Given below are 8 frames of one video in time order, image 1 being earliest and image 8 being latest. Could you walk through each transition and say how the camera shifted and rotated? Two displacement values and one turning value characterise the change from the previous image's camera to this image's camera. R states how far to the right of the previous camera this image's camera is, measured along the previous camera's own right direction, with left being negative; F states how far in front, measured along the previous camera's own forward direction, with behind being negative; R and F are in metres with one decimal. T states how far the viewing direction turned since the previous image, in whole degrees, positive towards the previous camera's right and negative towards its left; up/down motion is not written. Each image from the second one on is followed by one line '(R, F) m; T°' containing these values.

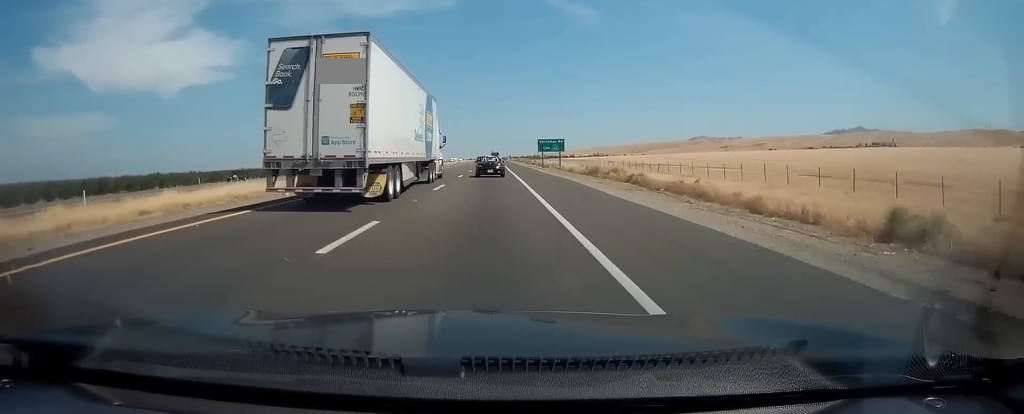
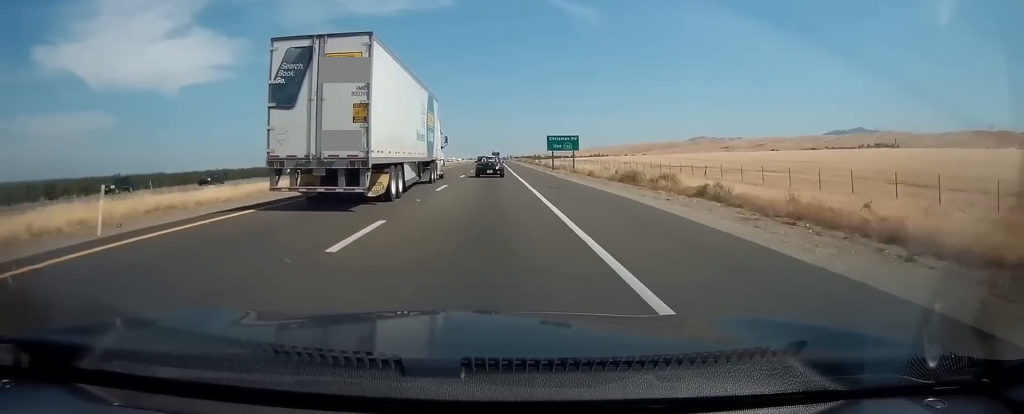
(0.0, +13.3) m; 0°
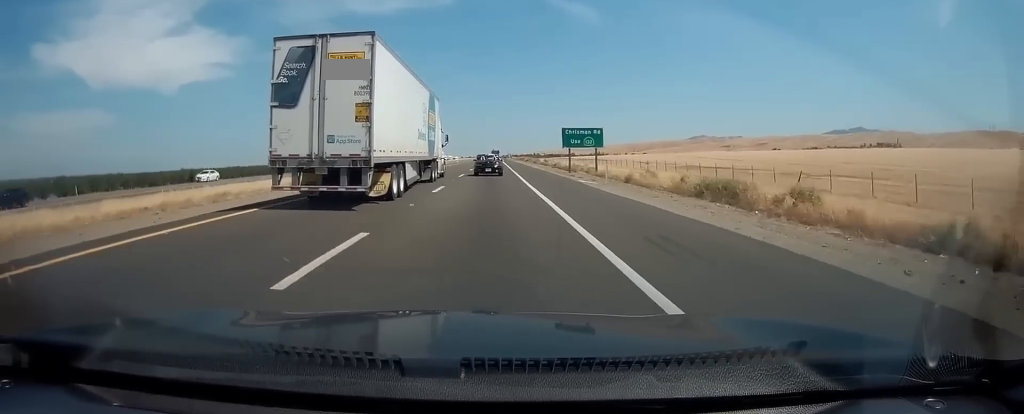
(0.0, +16.3) m; 0°
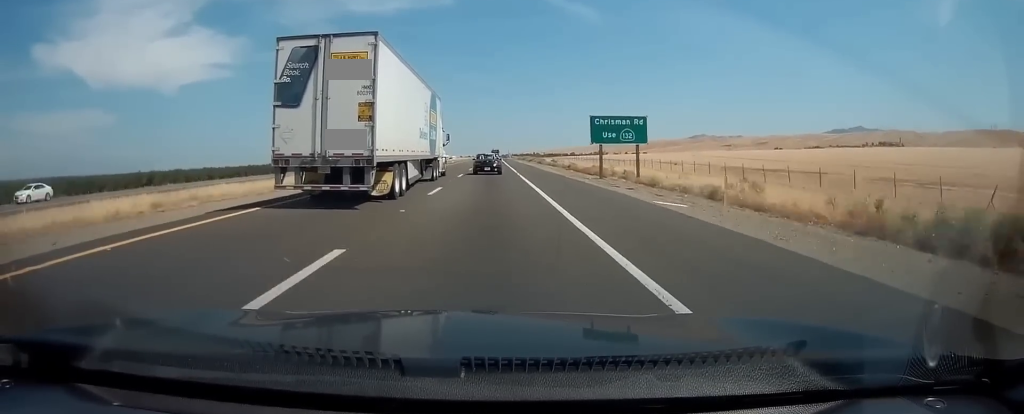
(0.0, +16.3) m; 0°
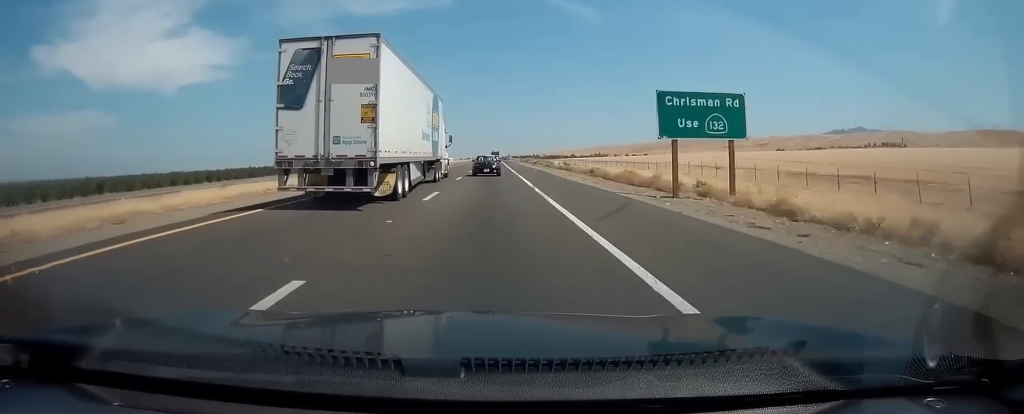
(0.0, +17.4) m; 0°
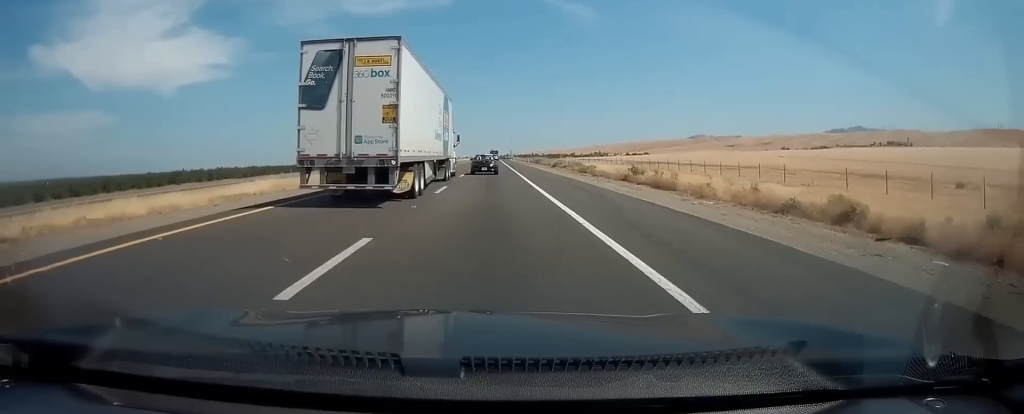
(-0.1, +40.8) m; 0°
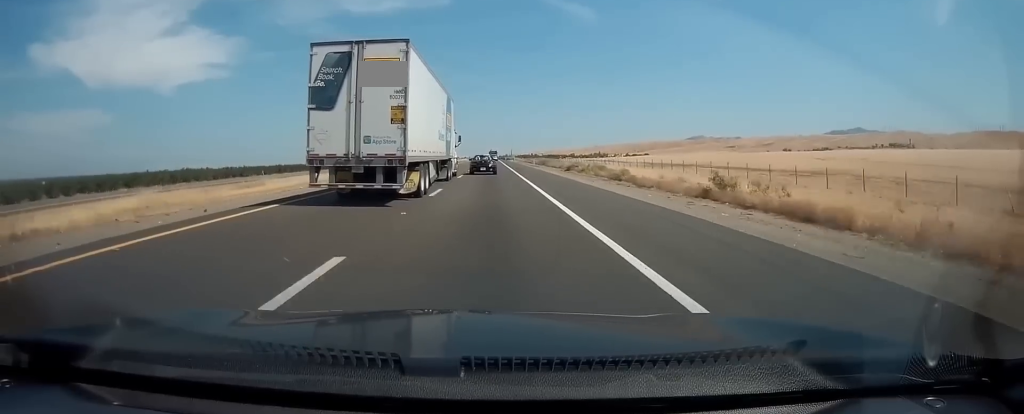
(0.0, +15.2) m; 0°
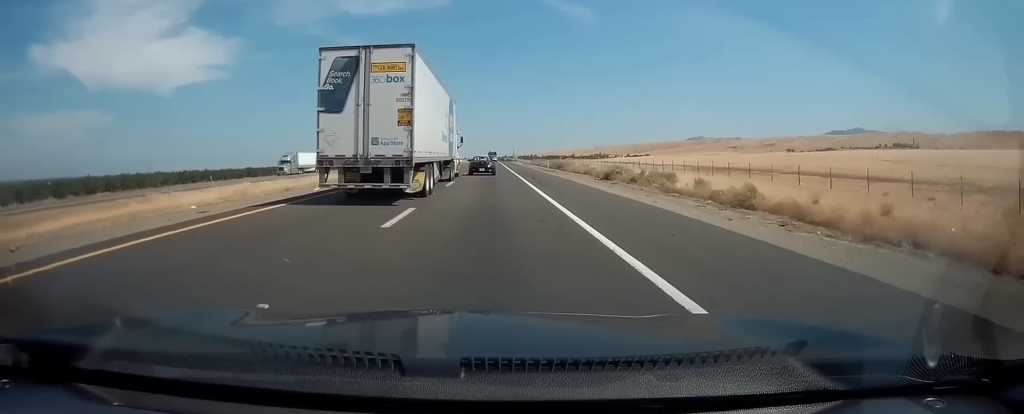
(+0.1, +23.2) m; 0°
